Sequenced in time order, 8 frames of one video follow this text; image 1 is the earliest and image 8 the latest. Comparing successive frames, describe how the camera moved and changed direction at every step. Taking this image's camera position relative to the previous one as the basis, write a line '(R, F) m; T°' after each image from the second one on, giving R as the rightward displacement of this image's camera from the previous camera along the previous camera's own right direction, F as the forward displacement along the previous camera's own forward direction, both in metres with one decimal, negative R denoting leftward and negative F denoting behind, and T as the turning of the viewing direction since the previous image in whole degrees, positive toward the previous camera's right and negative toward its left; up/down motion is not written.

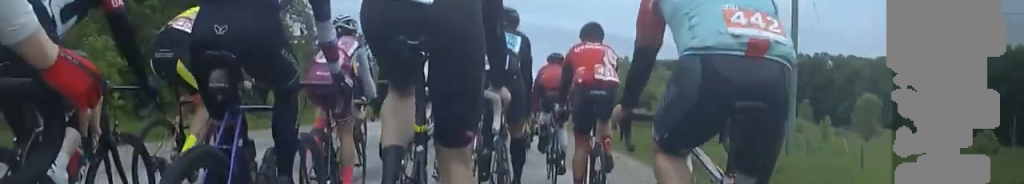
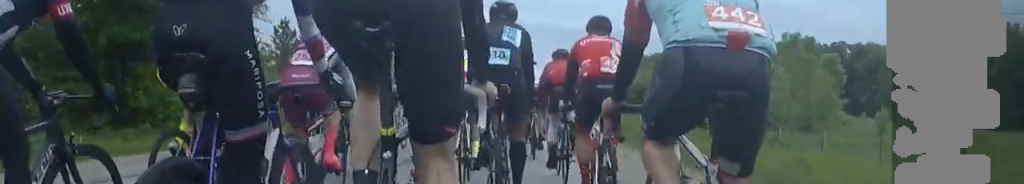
(+0.3, +8.7) m; 0°
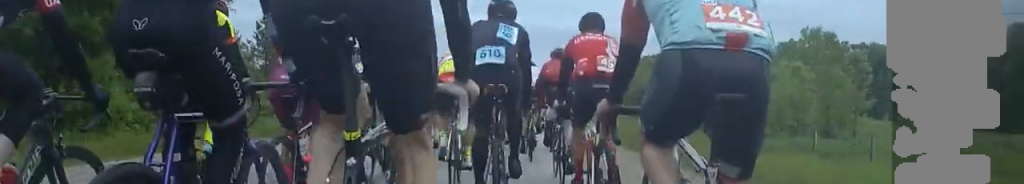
(-0.1, +3.7) m; -1°
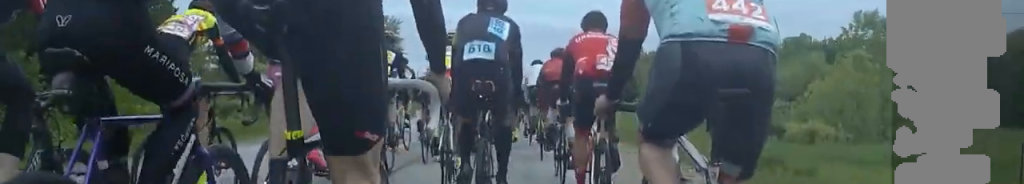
(-0.2, +6.9) m; -1°
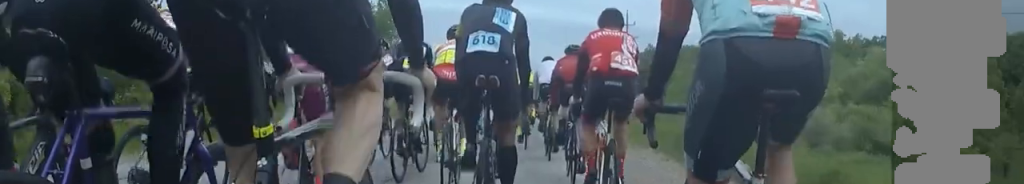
(0.0, +7.9) m; +2°
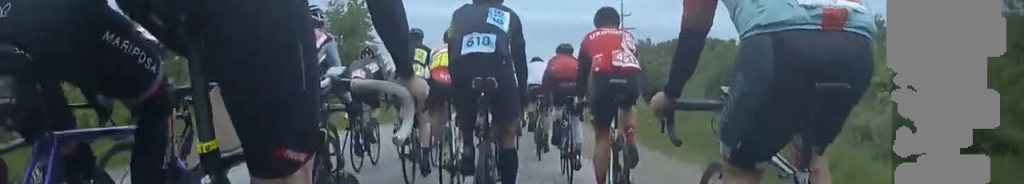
(+0.2, +5.9) m; 0°
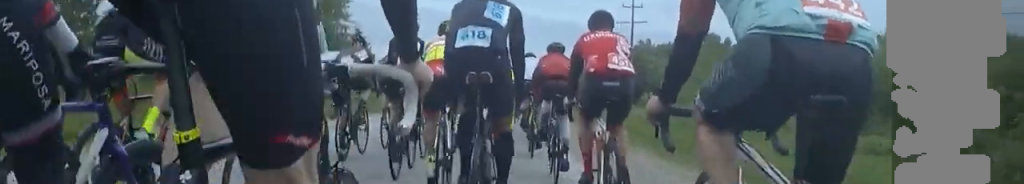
(-0.1, +7.5) m; -1°
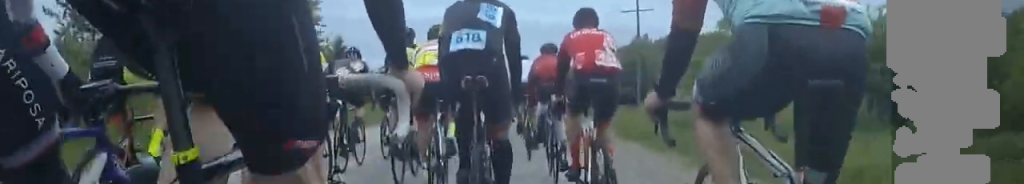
(-0.1, +5.9) m; -1°
